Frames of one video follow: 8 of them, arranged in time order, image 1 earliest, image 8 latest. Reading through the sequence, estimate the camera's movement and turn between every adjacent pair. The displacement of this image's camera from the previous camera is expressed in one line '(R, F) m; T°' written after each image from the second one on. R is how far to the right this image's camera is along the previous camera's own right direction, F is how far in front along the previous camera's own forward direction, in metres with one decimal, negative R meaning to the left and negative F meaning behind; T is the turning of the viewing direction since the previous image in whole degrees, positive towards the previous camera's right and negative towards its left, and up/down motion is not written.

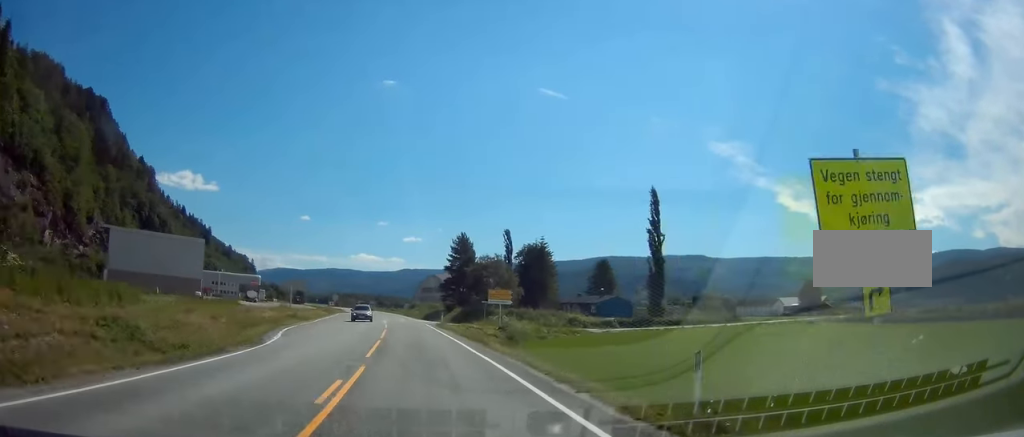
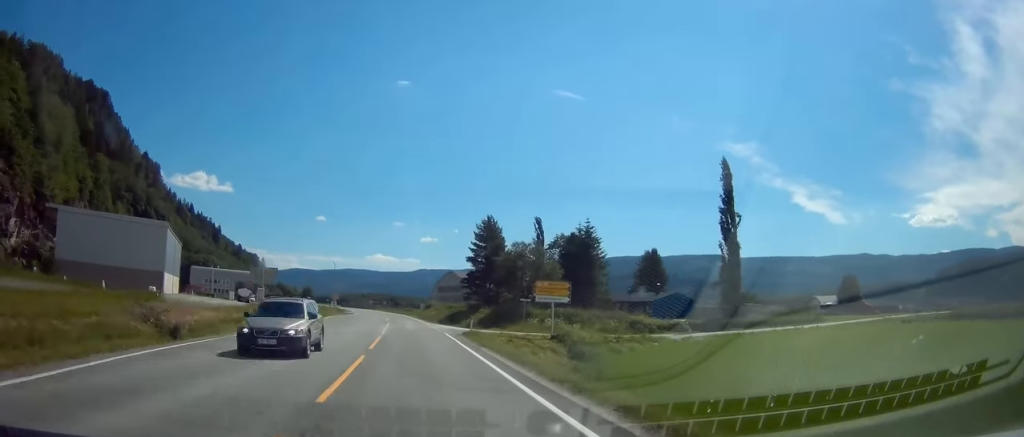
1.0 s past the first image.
(-0.3, +20.4) m; -1°
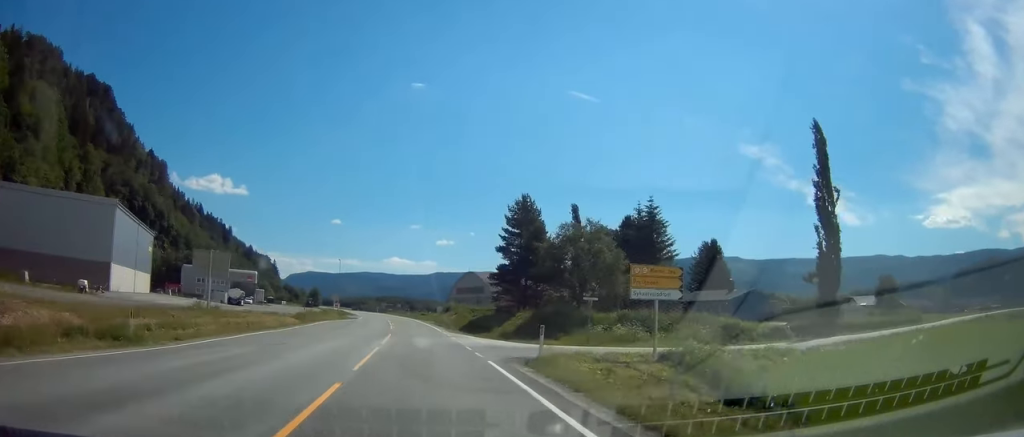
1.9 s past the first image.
(+0.1, +18.3) m; -1°
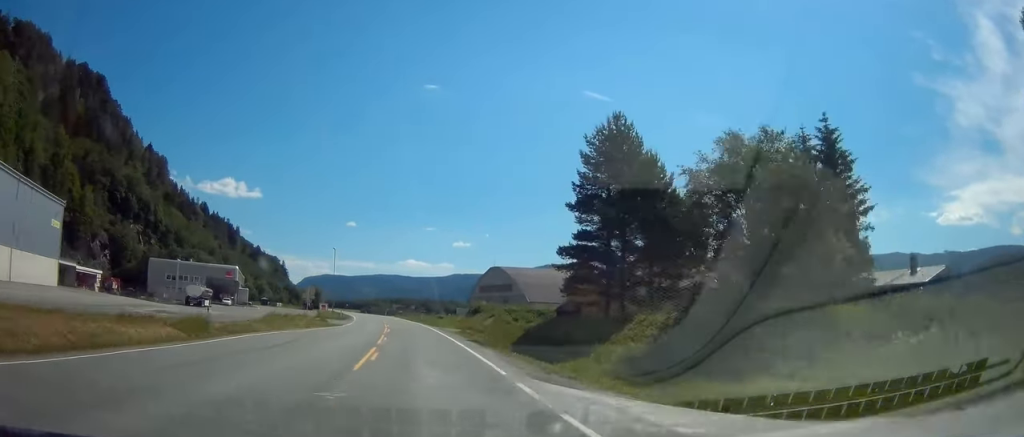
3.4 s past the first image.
(-0.5, +29.8) m; -1°
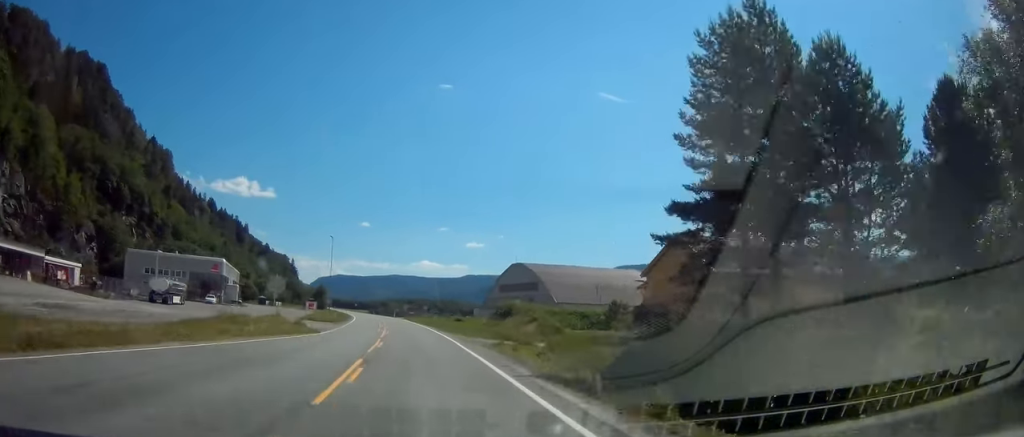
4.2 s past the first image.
(-0.1, +17.7) m; -1°
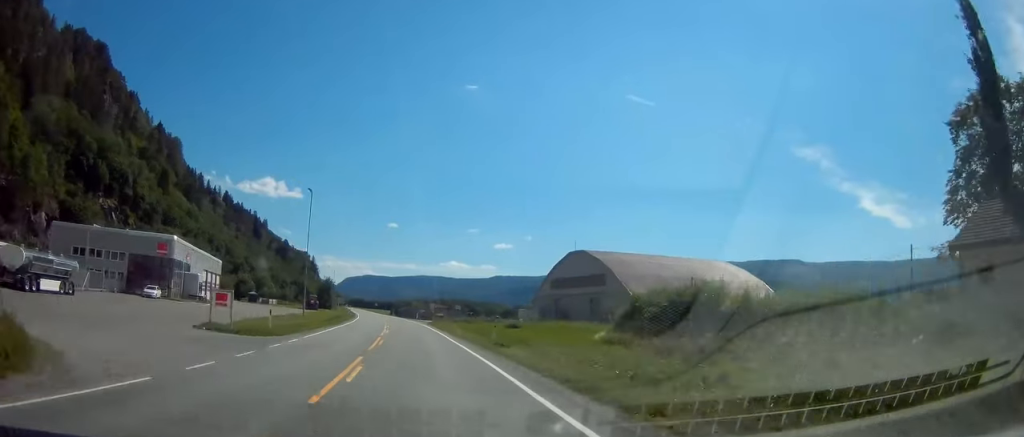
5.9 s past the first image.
(-0.4, +35.7) m; -2°
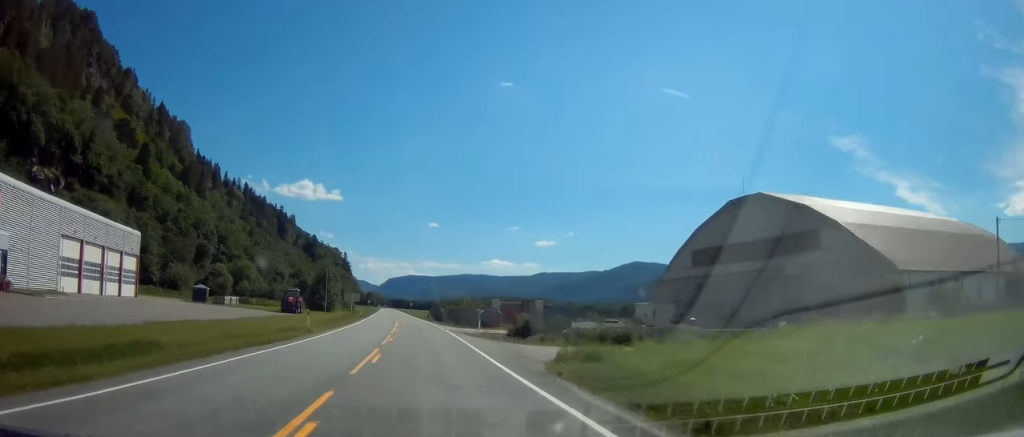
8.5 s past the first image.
(-2.0, +53.9) m; -4°
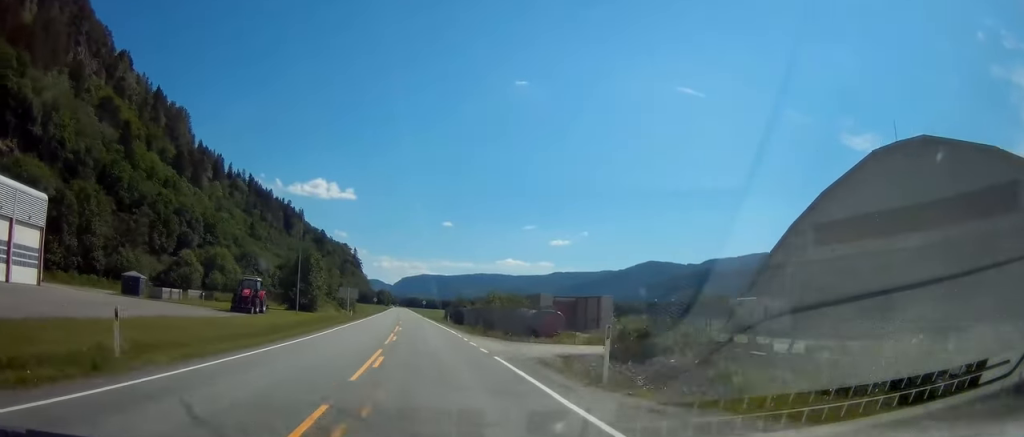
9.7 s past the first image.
(+0.1, +24.9) m; -2°
